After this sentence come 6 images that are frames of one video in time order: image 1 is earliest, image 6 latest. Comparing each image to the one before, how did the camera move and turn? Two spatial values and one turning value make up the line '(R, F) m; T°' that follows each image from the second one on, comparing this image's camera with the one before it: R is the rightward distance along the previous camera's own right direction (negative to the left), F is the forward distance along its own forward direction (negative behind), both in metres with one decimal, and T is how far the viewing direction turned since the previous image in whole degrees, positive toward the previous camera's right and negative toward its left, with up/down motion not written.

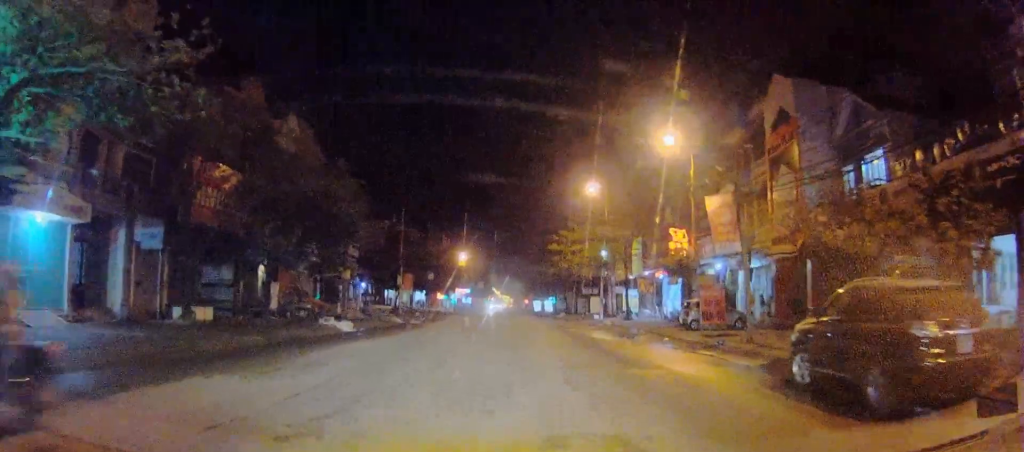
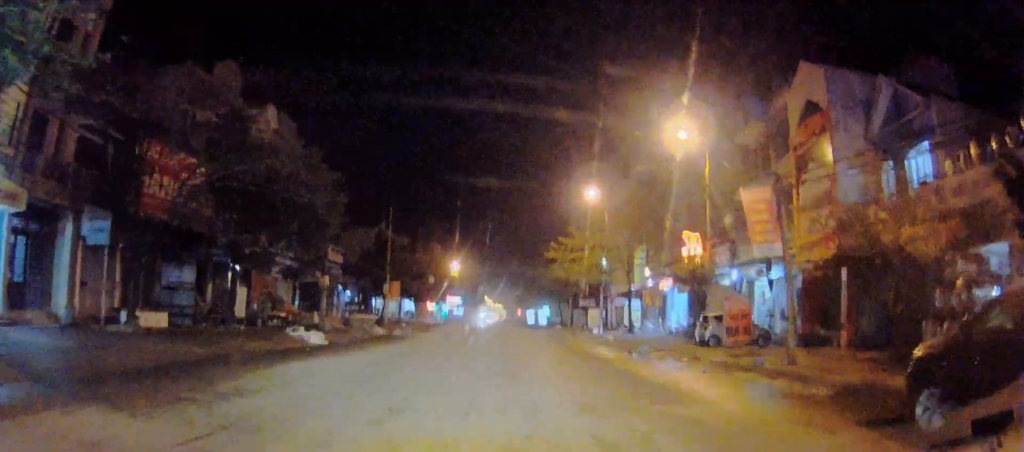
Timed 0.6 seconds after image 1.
(0.0, +3.2) m; 0°
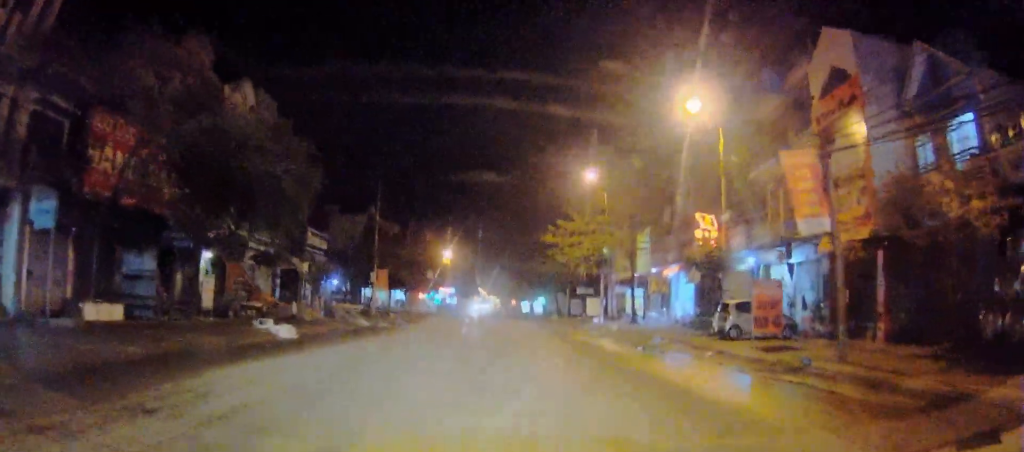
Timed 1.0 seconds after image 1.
(0.0, +2.7) m; 0°
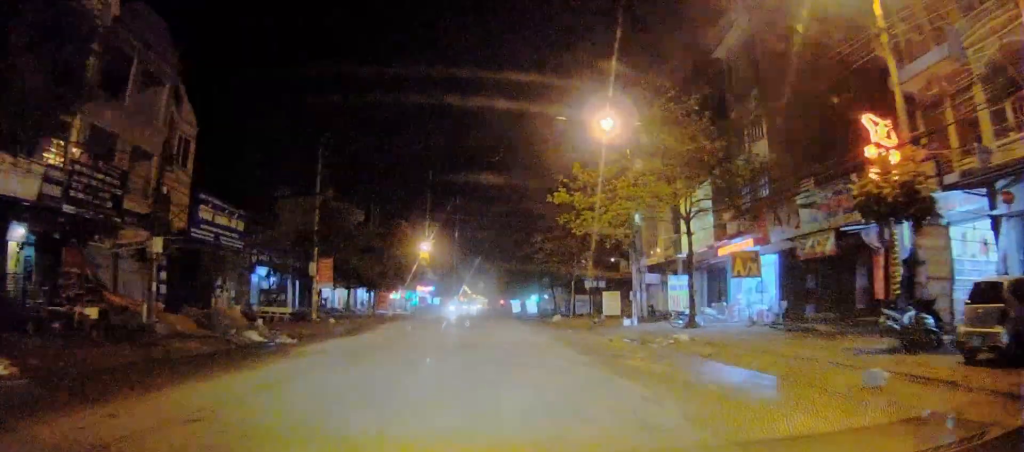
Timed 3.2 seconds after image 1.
(-0.1, +13.5) m; -1°
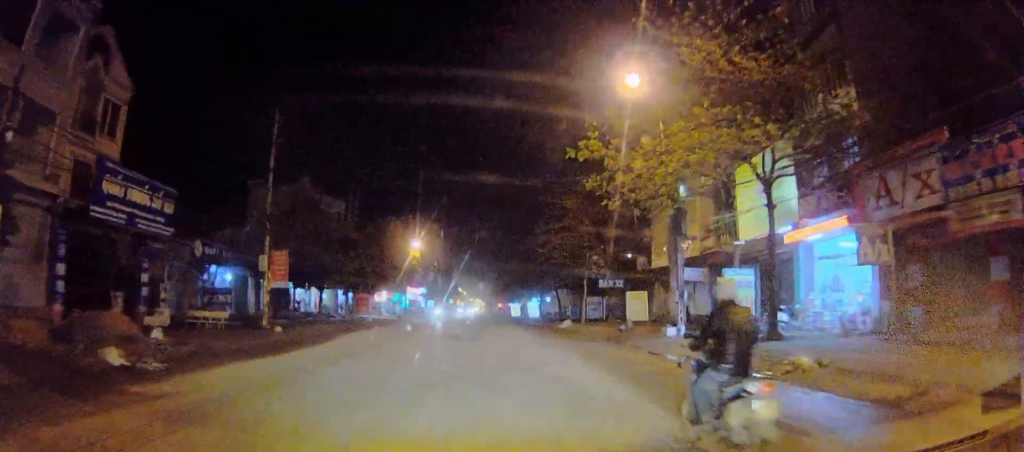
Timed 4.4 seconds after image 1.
(0.0, +8.0) m; 0°
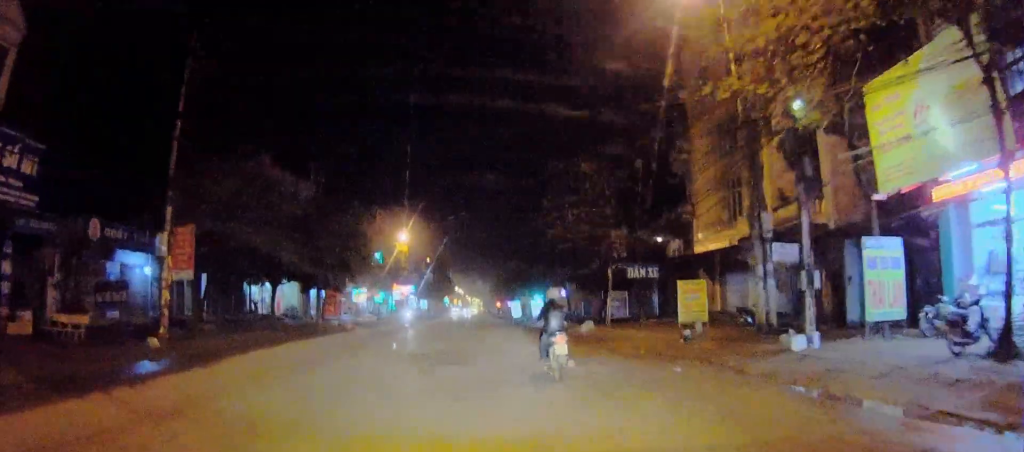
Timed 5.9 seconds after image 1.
(0.0, +10.3) m; 0°
